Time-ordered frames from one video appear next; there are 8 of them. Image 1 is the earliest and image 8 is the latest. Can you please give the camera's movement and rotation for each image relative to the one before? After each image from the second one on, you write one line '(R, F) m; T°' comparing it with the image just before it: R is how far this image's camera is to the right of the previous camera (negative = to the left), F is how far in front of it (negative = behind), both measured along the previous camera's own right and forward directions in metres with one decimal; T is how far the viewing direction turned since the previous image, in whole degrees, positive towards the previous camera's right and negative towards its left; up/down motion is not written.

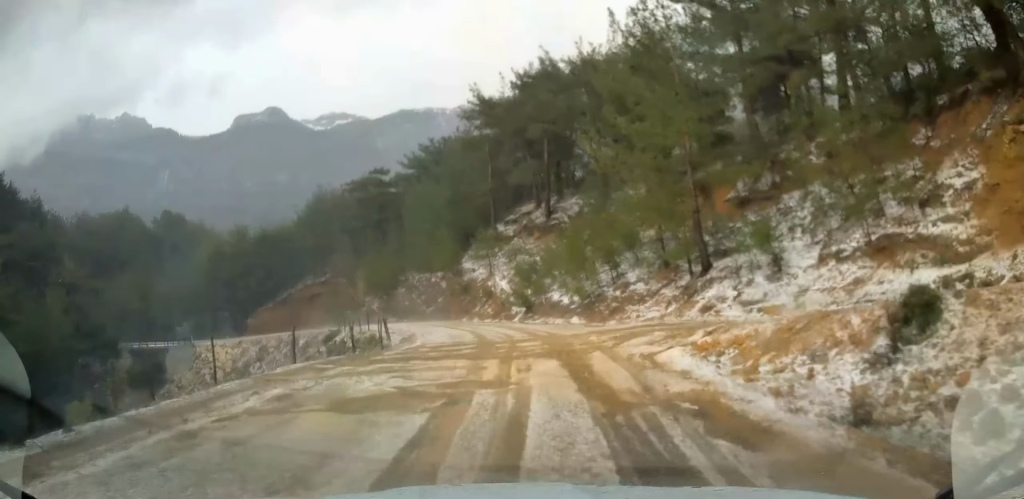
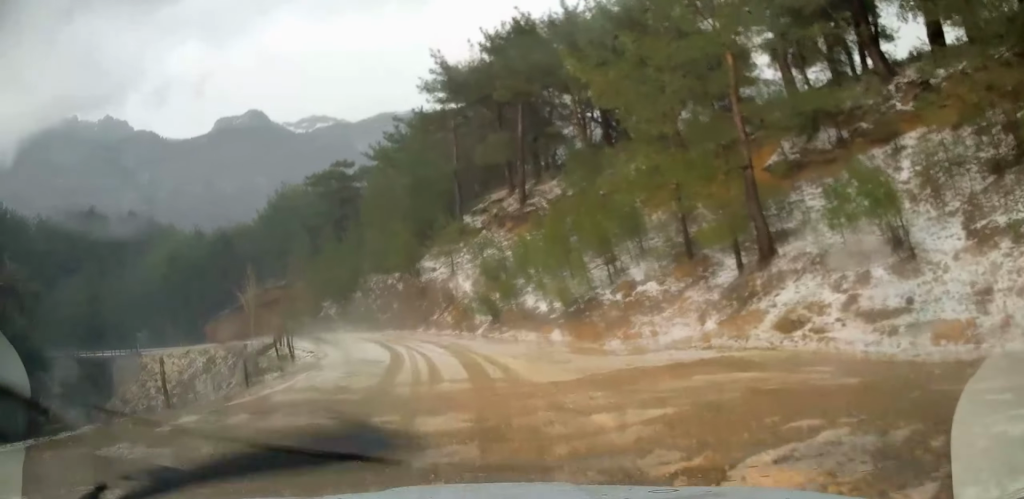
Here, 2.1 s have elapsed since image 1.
(+0.2, +9.4) m; -1°
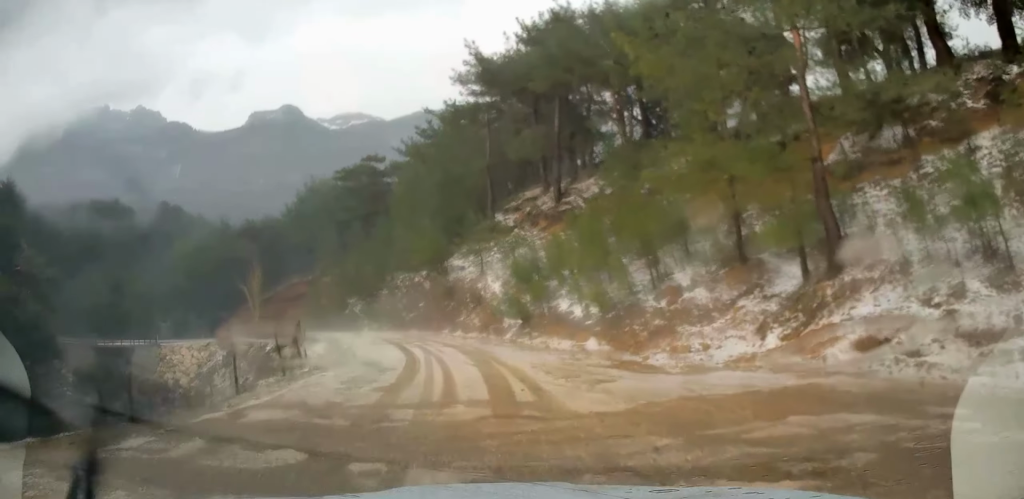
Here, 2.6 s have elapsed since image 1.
(0.0, +1.9) m; -2°
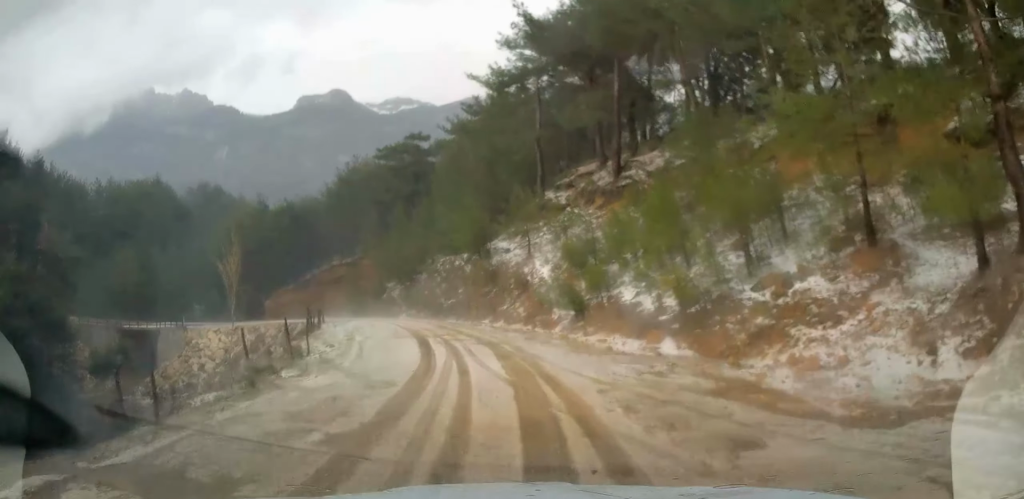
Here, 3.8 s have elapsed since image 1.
(-0.1, +4.4) m; -4°
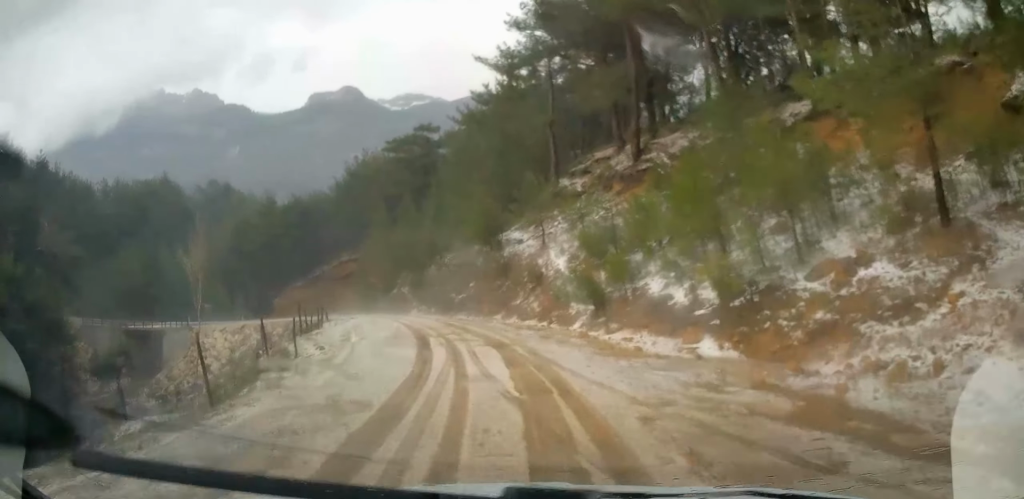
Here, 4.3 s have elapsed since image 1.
(0.0, +2.1) m; -2°
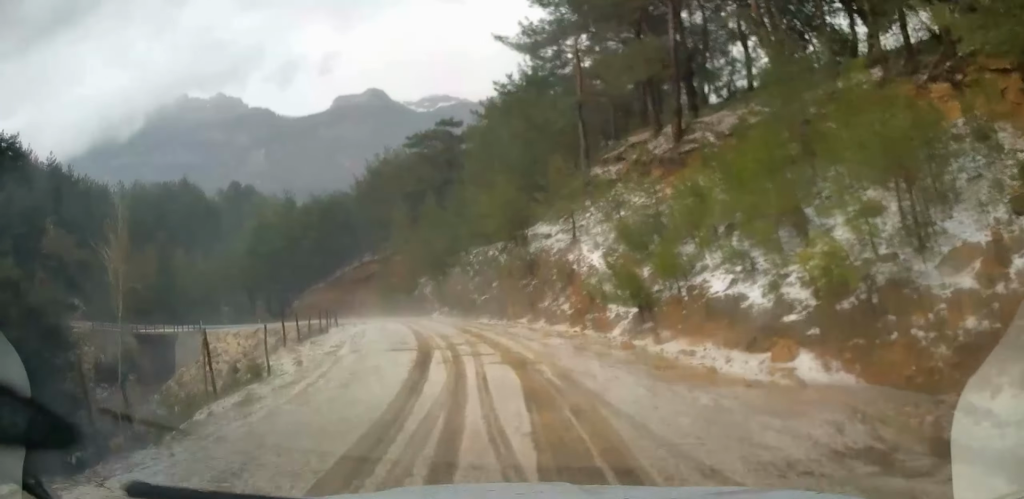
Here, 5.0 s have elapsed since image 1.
(-0.1, +3.7) m; -3°
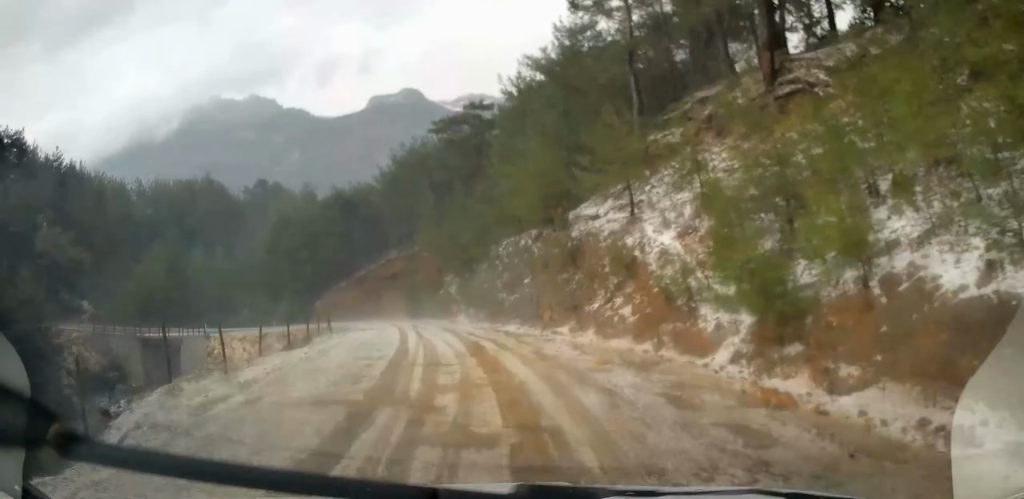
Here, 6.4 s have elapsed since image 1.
(-0.3, +7.6) m; -2°
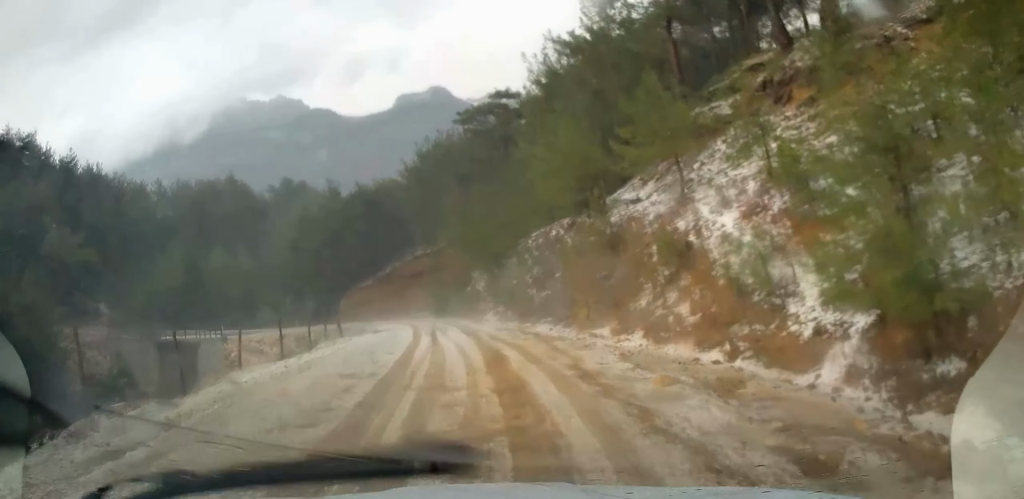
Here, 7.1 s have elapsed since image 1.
(+0.1, +3.3) m; -1°
